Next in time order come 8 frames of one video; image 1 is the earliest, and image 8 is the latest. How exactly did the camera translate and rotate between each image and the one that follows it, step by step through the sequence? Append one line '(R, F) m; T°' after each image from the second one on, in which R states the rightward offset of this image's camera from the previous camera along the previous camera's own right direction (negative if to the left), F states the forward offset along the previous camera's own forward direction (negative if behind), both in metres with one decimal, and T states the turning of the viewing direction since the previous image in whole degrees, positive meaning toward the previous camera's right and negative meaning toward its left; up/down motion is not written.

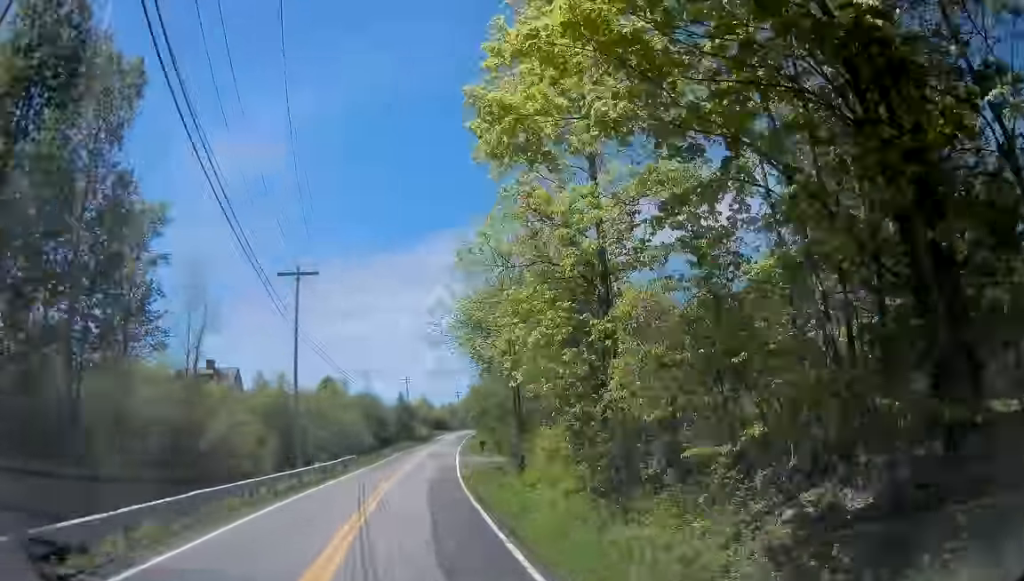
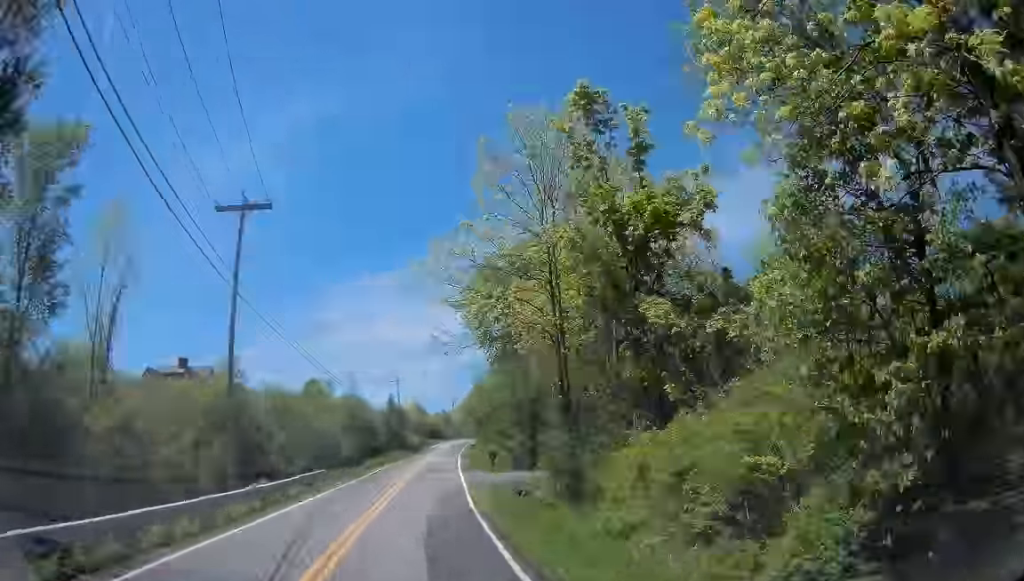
(+0.6, +11.3) m; +5°
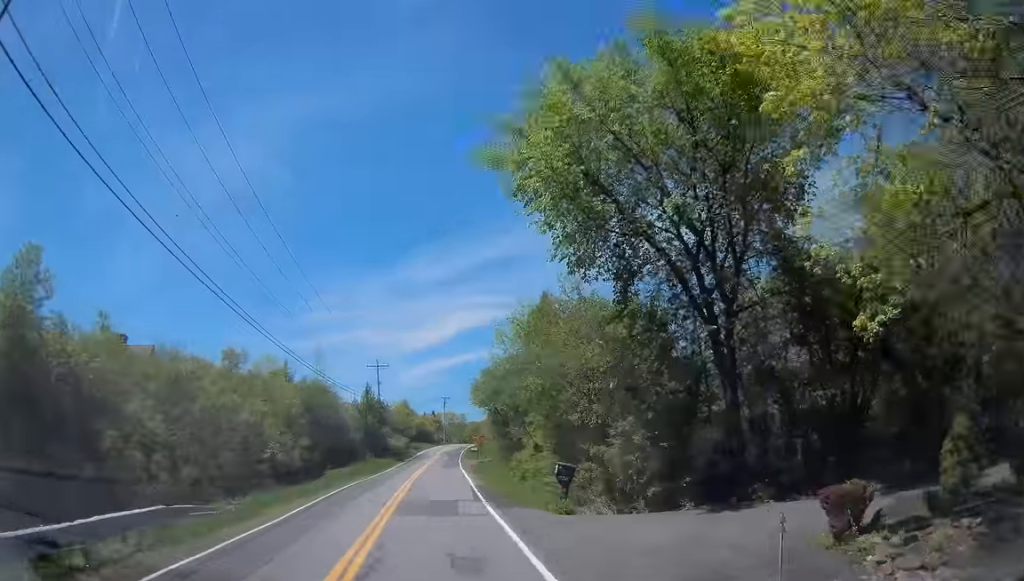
(+1.7, +20.7) m; +6°
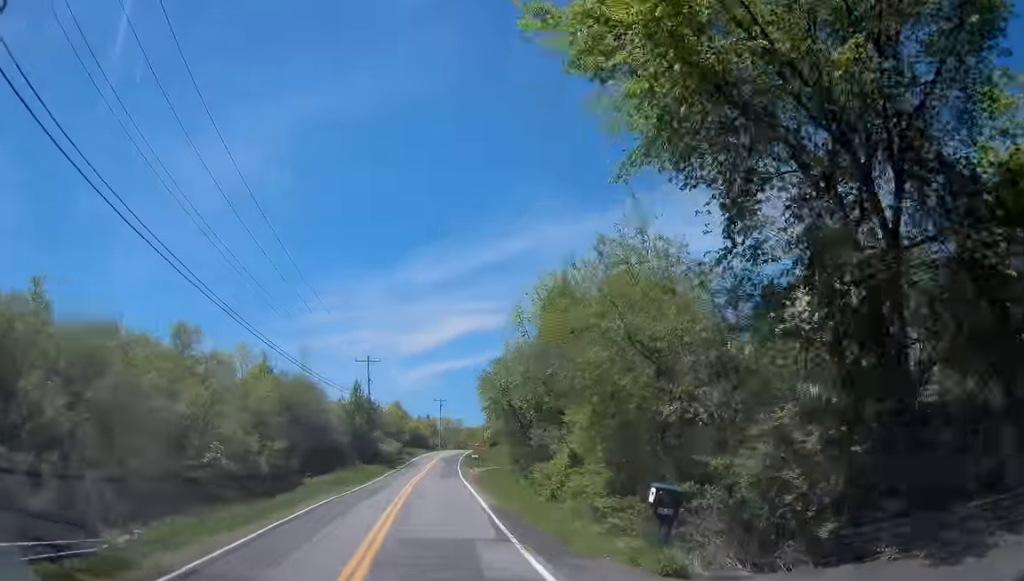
(+0.2, +7.3) m; +1°
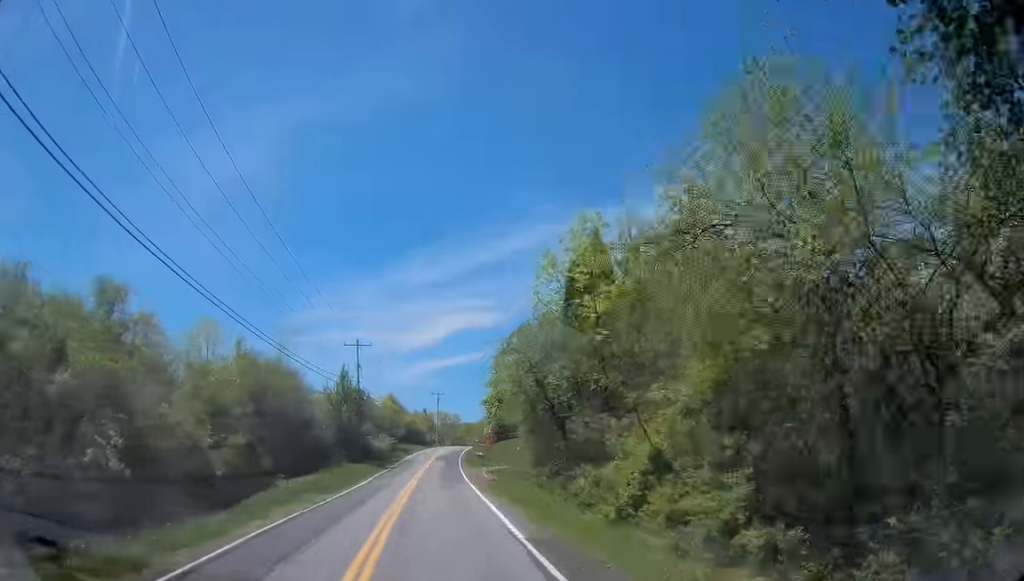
(-0.3, +7.5) m; 0°
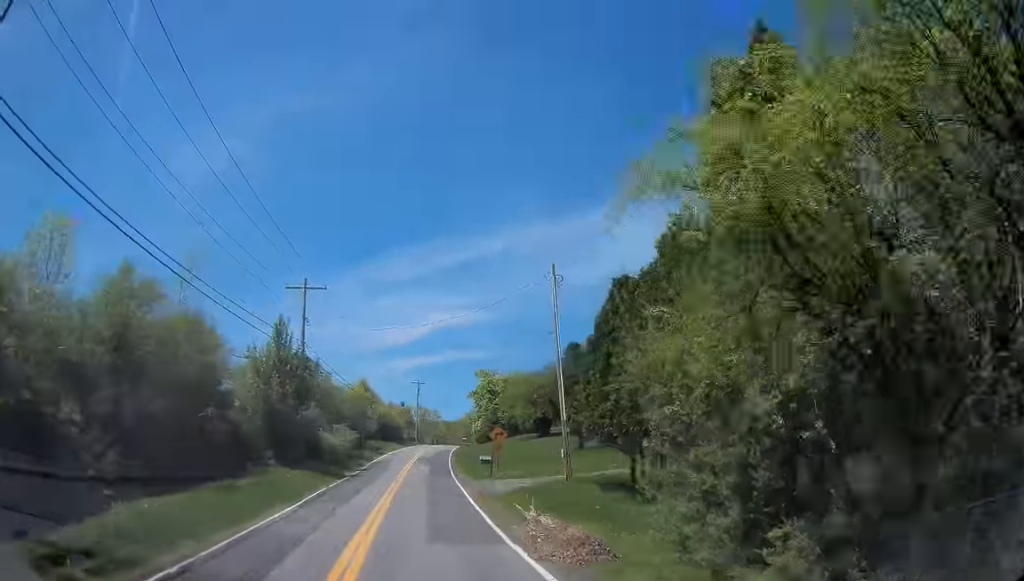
(+0.4, +18.2) m; +1°
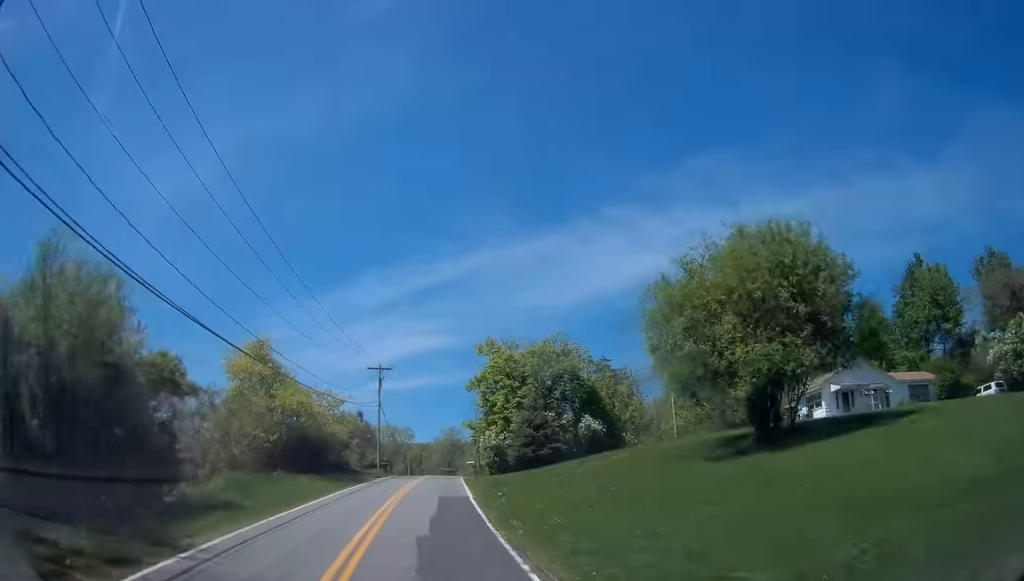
(-1.4, +44.7) m; -1°
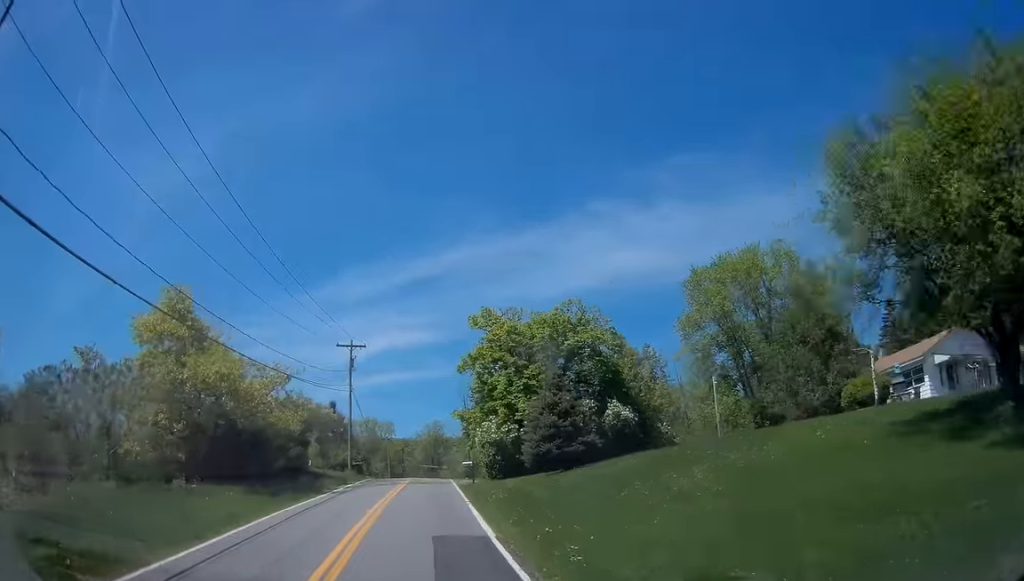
(-0.2, +11.4) m; +3°
